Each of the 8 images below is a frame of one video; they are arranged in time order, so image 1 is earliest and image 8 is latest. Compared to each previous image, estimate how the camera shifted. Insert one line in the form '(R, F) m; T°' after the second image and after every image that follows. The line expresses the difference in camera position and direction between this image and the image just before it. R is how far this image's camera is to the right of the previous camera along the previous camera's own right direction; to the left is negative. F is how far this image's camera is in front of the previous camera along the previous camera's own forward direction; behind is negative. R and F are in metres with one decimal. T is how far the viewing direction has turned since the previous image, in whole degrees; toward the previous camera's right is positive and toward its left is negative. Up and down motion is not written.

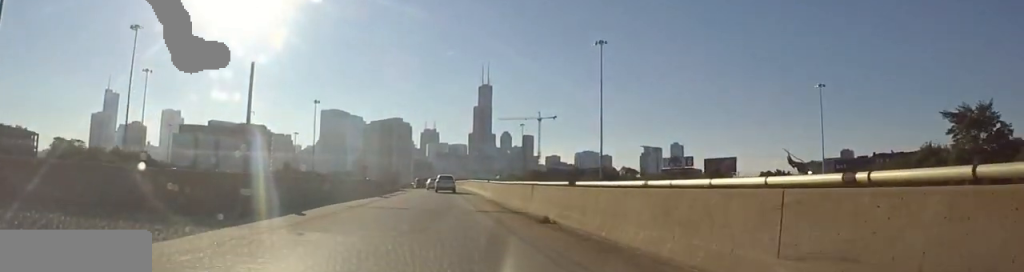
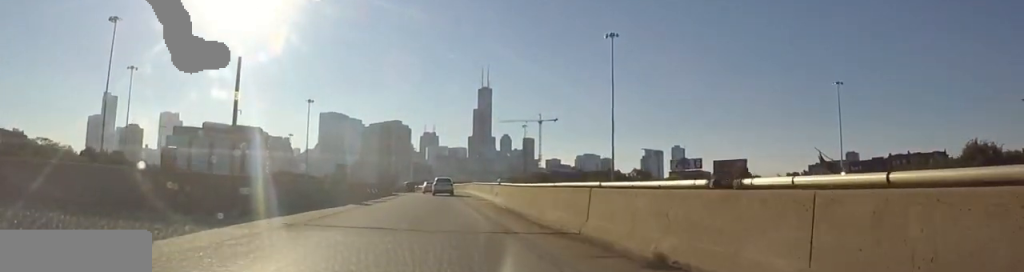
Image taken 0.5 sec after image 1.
(-0.6, +9.6) m; -1°
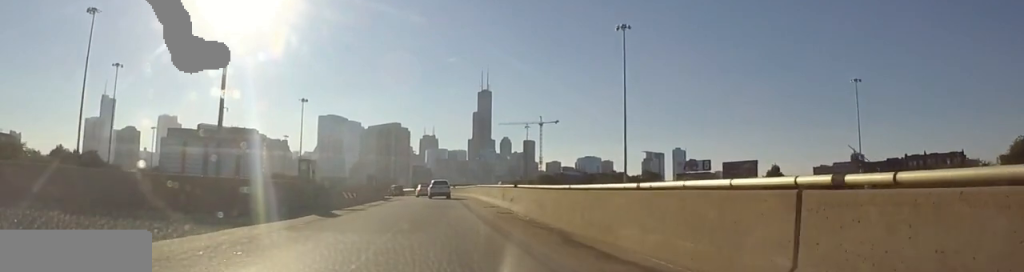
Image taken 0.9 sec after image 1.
(0.0, +8.6) m; 0°
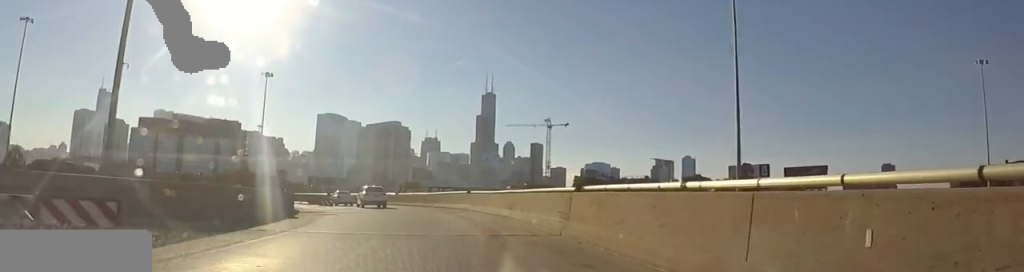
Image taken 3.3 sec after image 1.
(+0.7, +43.3) m; -3°
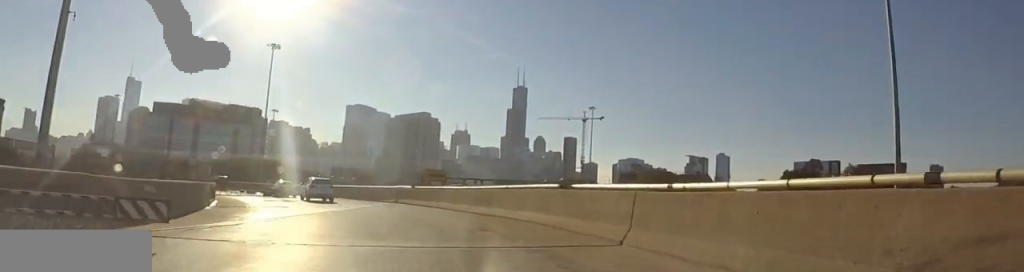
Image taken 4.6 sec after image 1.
(-1.8, +21.4) m; -7°
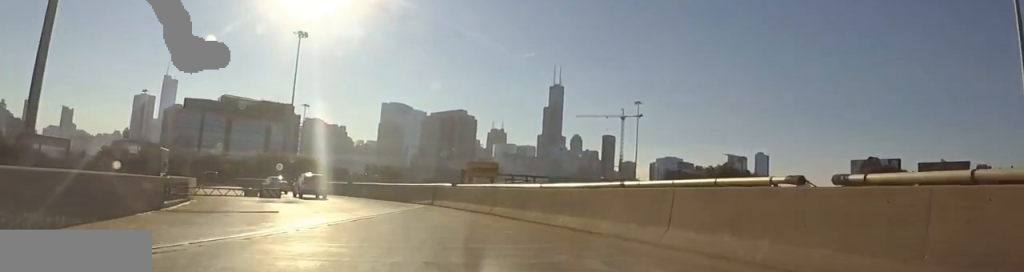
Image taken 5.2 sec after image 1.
(+0.2, +9.5) m; -4°
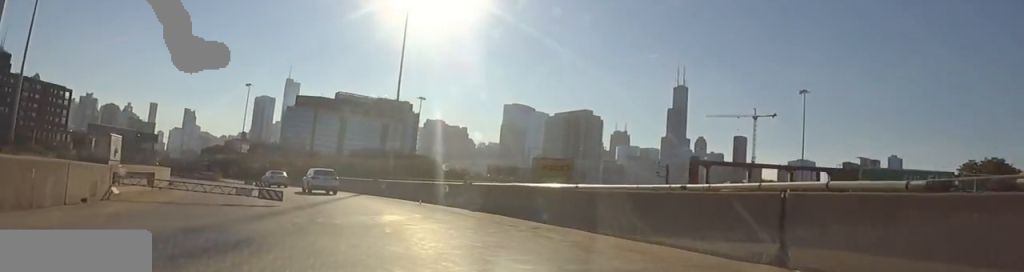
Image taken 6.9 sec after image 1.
(-2.9, +24.9) m; -12°
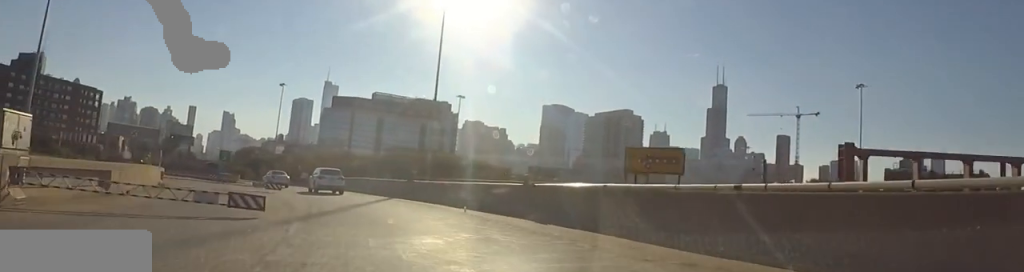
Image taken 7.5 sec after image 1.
(+0.6, +7.4) m; -4°
